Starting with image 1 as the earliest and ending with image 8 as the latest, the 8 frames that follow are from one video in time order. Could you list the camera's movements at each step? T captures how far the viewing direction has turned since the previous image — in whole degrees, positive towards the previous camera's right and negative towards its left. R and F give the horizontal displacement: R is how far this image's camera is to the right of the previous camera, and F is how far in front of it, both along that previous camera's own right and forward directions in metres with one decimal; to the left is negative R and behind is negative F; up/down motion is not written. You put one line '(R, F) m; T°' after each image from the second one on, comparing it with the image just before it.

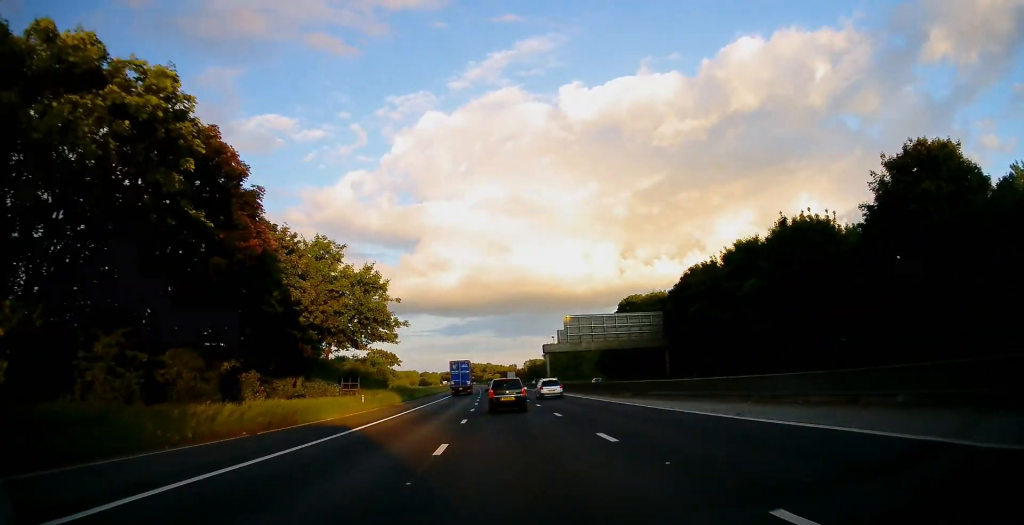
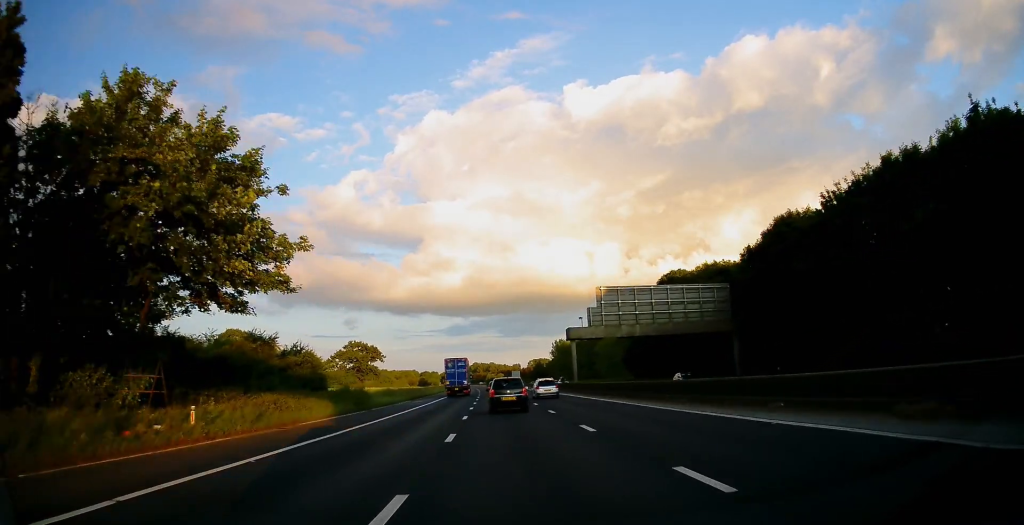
(-0.1, +26.7) m; 0°
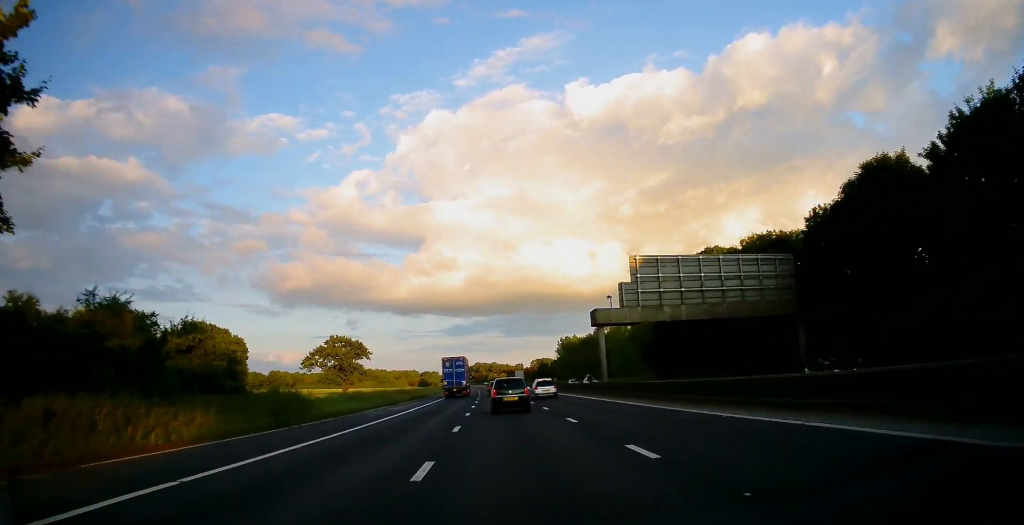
(0.0, +14.8) m; 0°
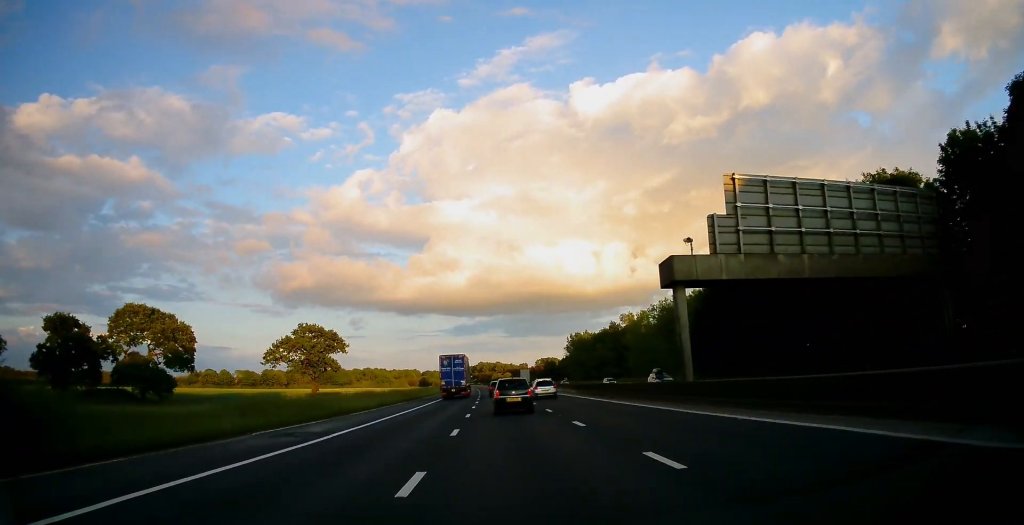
(0.0, +19.7) m; 0°
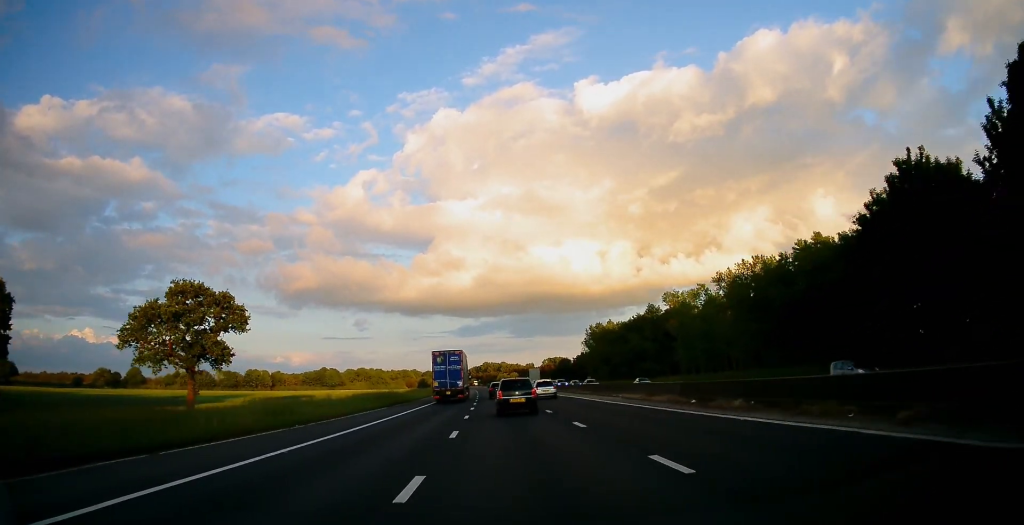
(0.0, +37.7) m; 0°
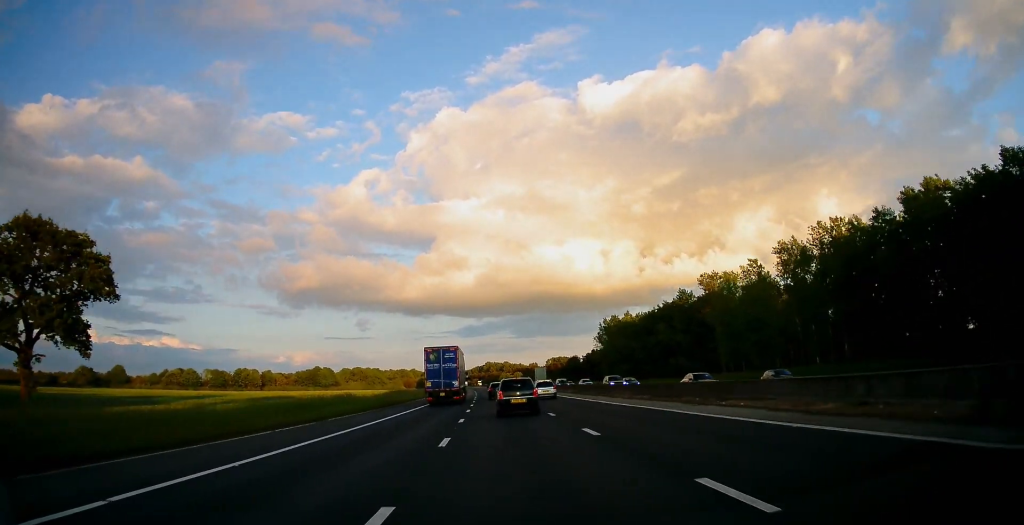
(-0.1, +20.8) m; 0°
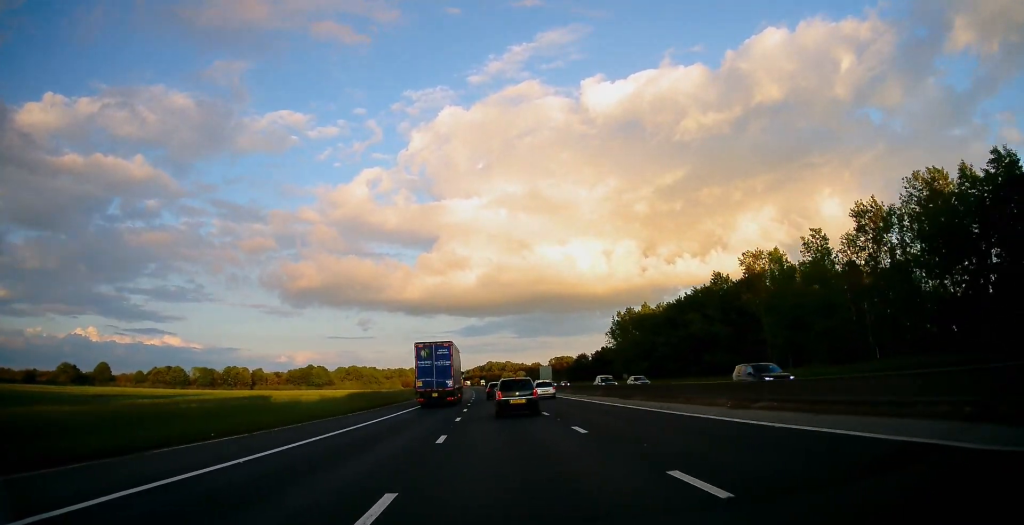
(0.0, +17.5) m; -1°
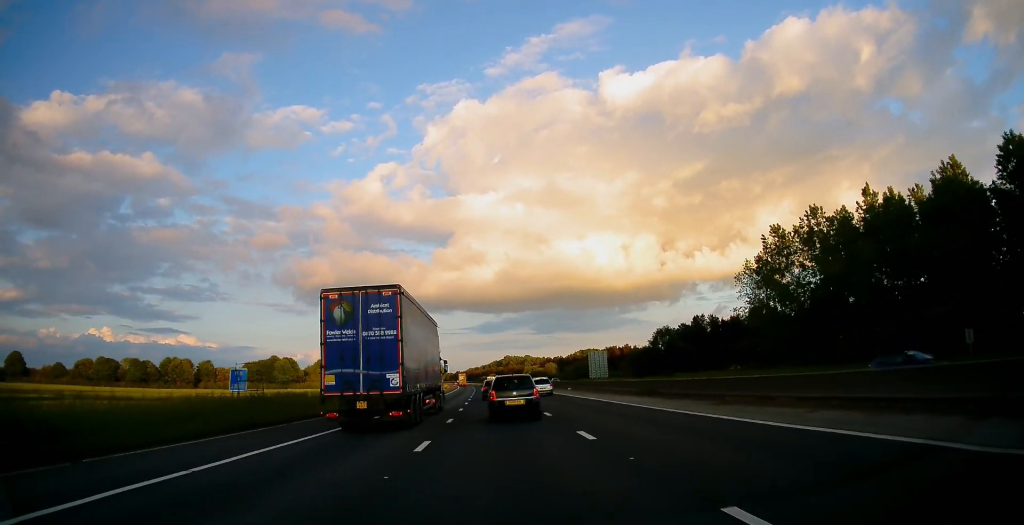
(-1.4, +86.7) m; -2°
